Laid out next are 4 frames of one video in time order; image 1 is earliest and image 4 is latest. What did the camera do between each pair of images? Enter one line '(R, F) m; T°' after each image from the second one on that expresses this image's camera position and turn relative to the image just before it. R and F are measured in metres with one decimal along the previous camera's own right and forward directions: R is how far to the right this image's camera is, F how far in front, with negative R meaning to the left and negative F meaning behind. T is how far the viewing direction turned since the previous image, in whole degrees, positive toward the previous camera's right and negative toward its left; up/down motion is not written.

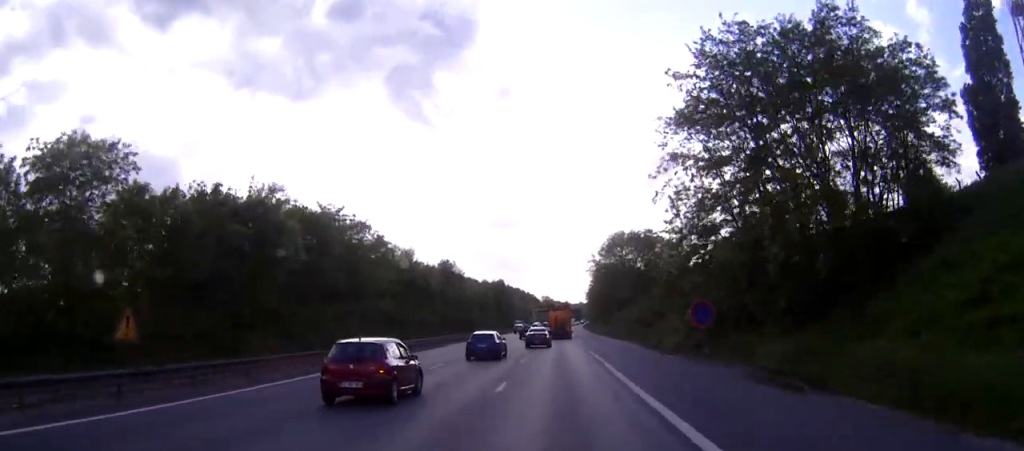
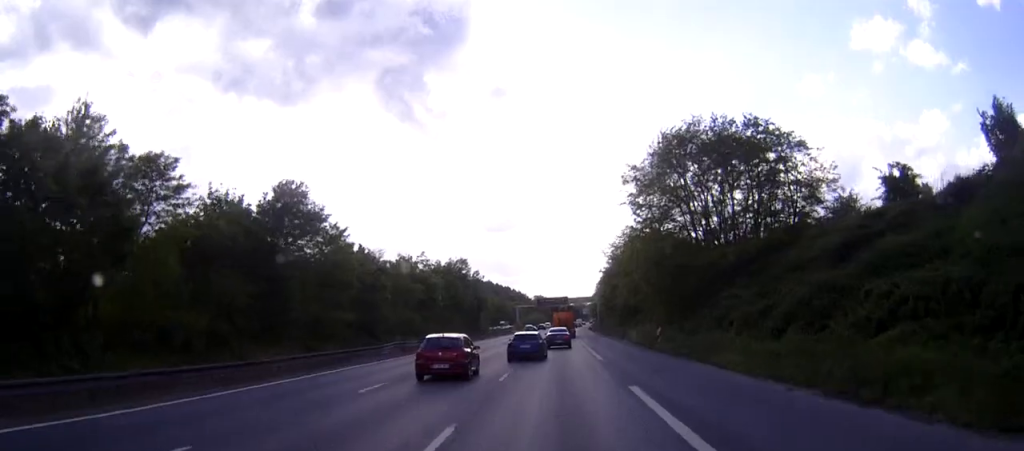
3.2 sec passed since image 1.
(-0.8, +74.9) m; -1°
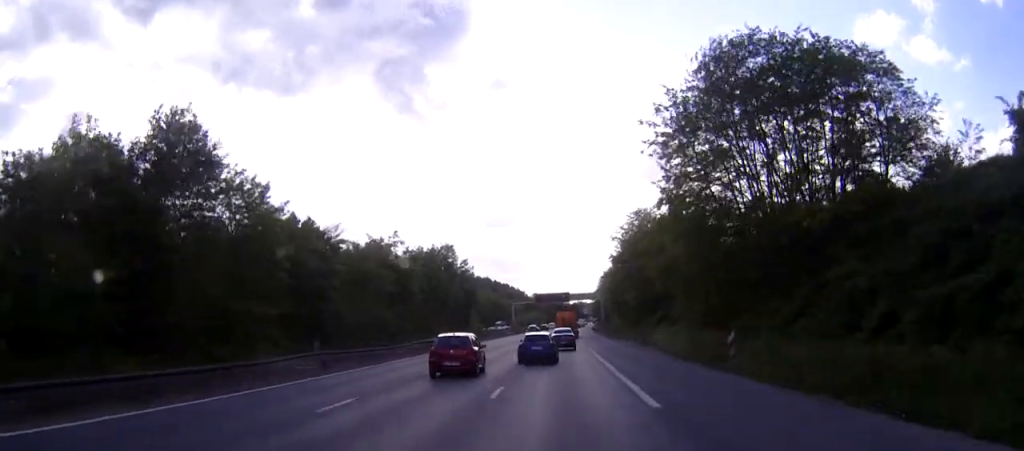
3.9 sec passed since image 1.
(+0.2, +17.2) m; -1°
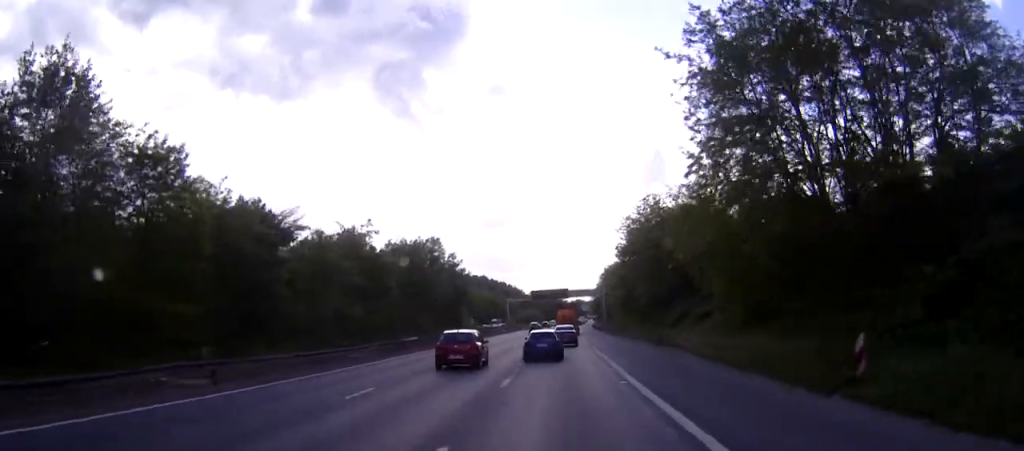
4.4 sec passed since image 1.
(-0.2, +10.9) m; 0°
